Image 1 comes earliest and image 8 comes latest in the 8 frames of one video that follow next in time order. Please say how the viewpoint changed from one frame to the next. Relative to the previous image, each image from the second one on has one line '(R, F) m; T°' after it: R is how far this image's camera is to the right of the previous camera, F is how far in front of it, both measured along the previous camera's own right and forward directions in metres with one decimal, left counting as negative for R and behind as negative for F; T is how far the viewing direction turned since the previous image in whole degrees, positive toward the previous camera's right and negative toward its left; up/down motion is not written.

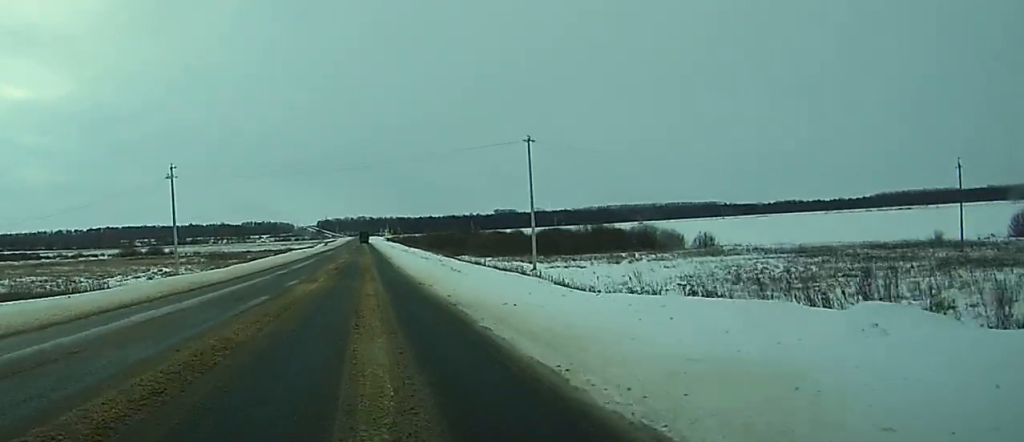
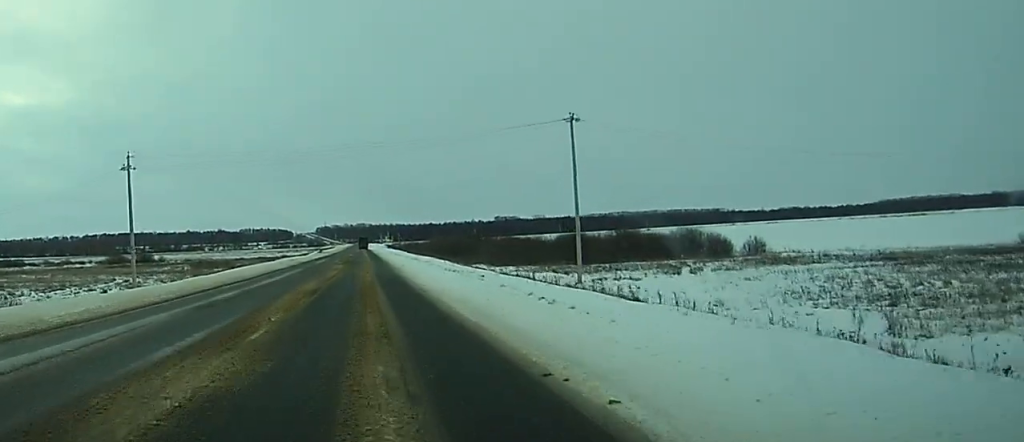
(0.0, +19.8) m; 0°
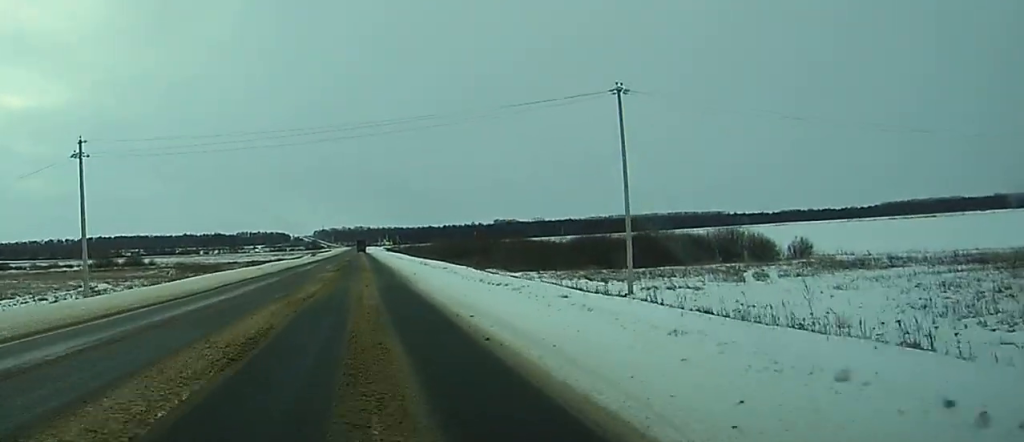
(0.0, +14.6) m; 0°
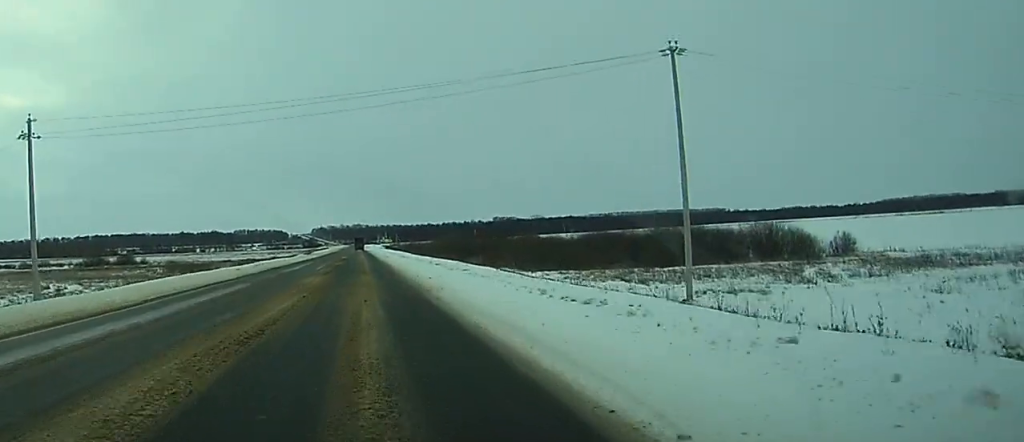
(0.0, +11.2) m; 0°
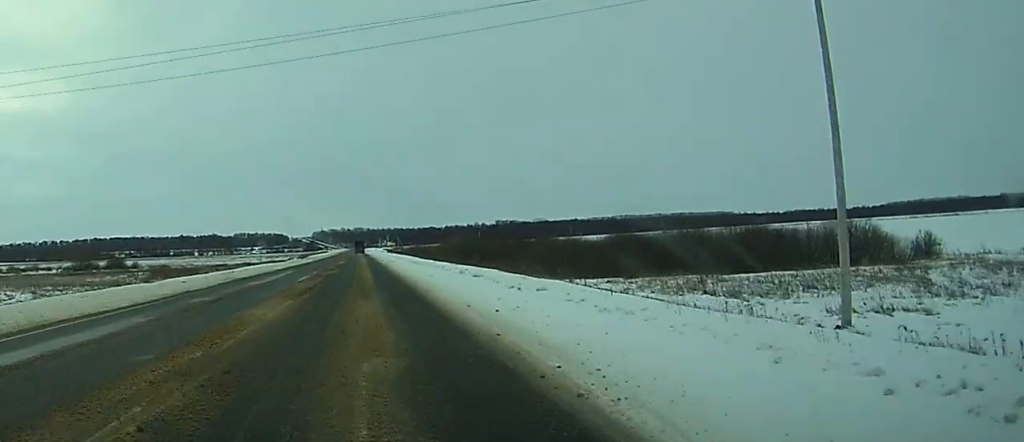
(0.0, +16.3) m; 0°
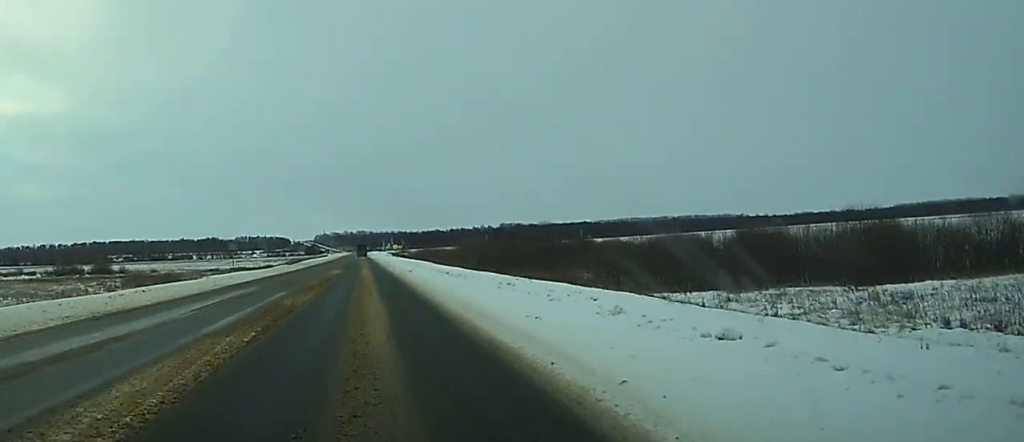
(0.0, +22.3) m; 0°
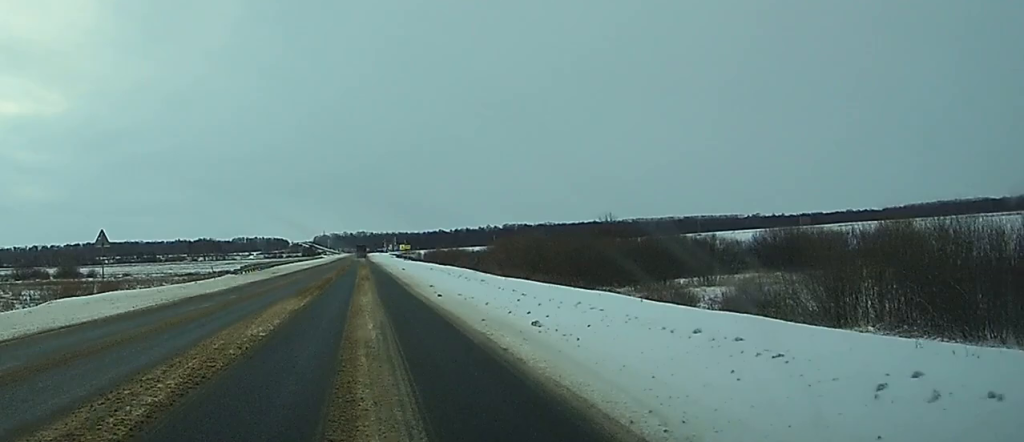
(-0.1, +37.8) m; 0°
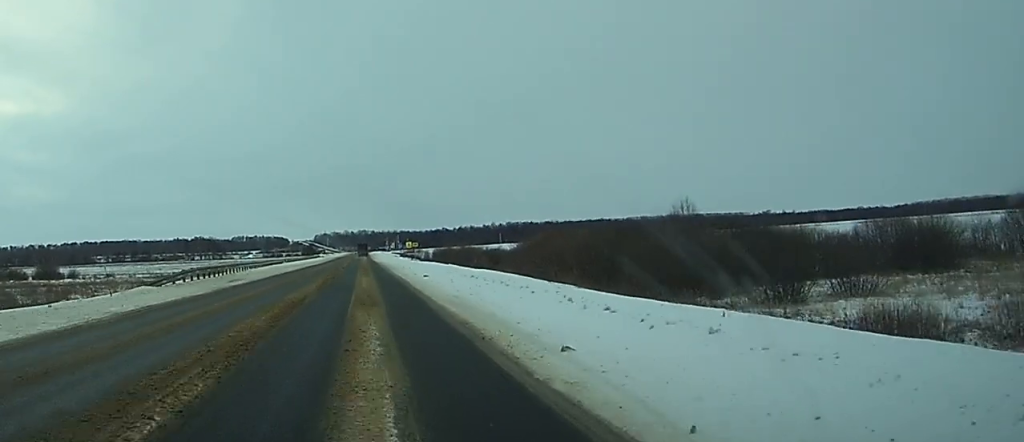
(0.0, +20.8) m; 0°
